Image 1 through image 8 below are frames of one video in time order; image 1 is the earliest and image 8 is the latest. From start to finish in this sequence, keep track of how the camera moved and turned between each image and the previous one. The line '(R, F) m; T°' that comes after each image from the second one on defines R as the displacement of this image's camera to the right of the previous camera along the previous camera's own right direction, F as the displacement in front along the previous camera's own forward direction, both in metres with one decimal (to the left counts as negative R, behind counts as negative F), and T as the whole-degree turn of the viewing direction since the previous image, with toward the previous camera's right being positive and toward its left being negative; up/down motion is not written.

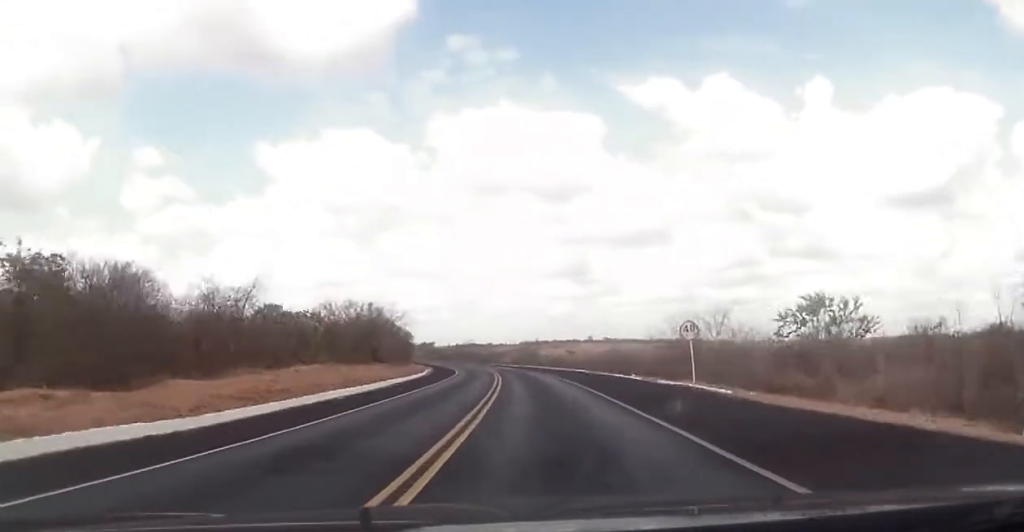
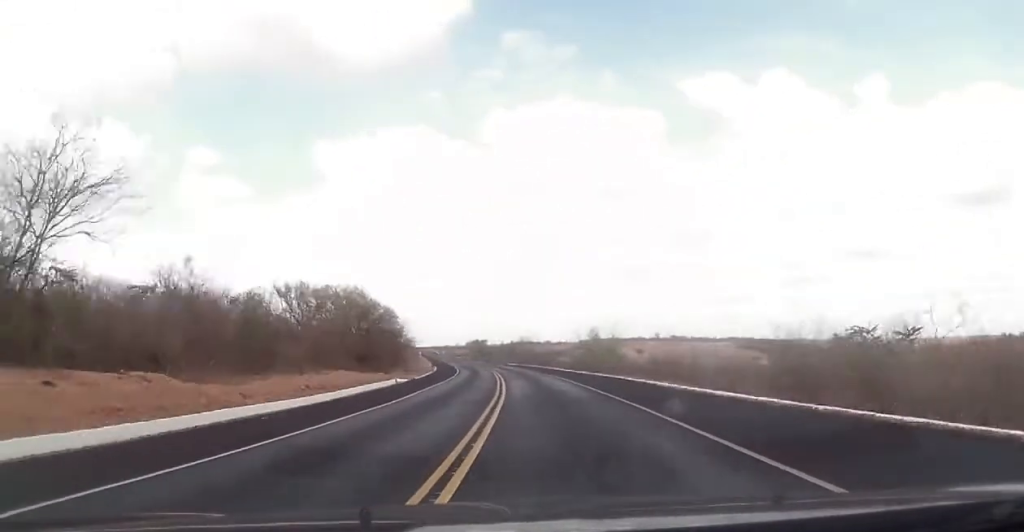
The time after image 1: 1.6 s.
(-2.2, +52.3) m; -5°
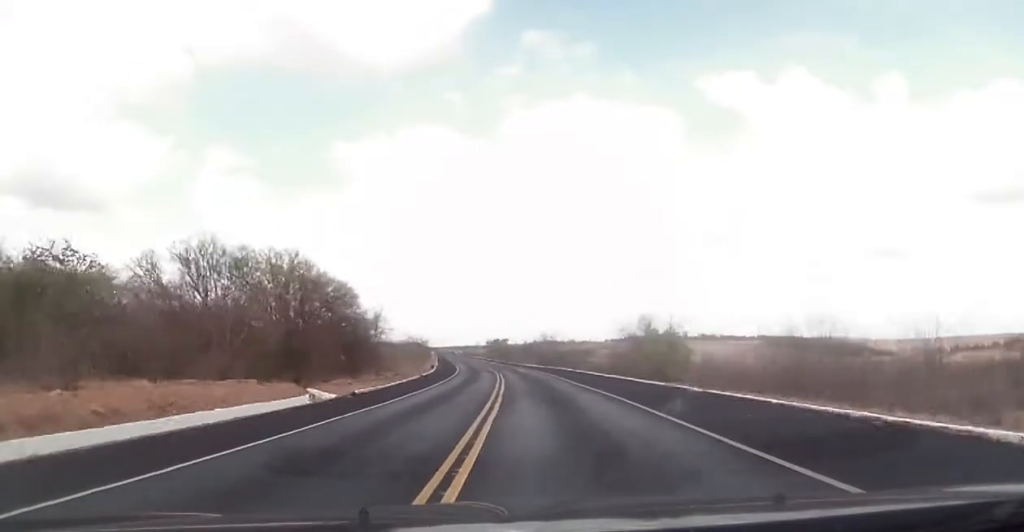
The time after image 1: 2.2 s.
(-0.7, +22.5) m; -2°
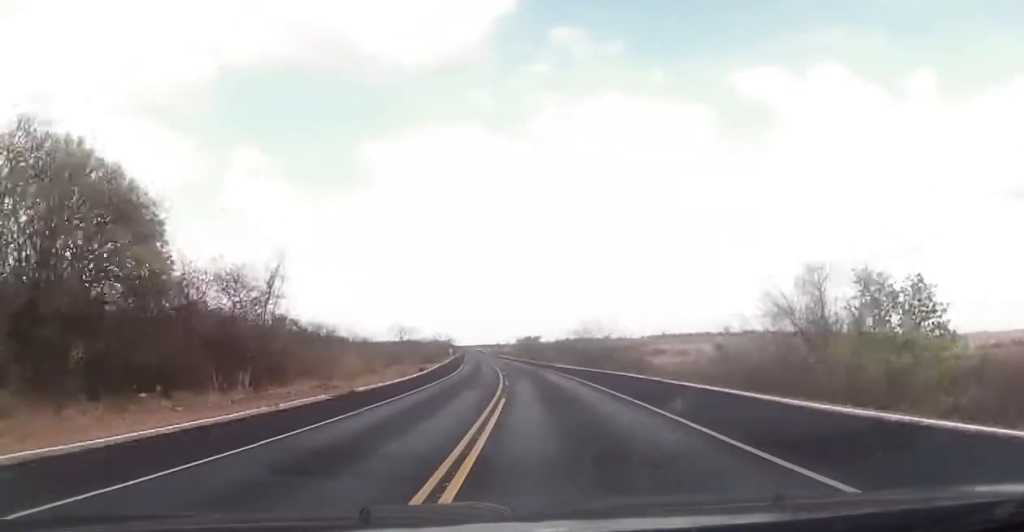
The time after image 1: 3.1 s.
(-0.4, +29.4) m; -2°
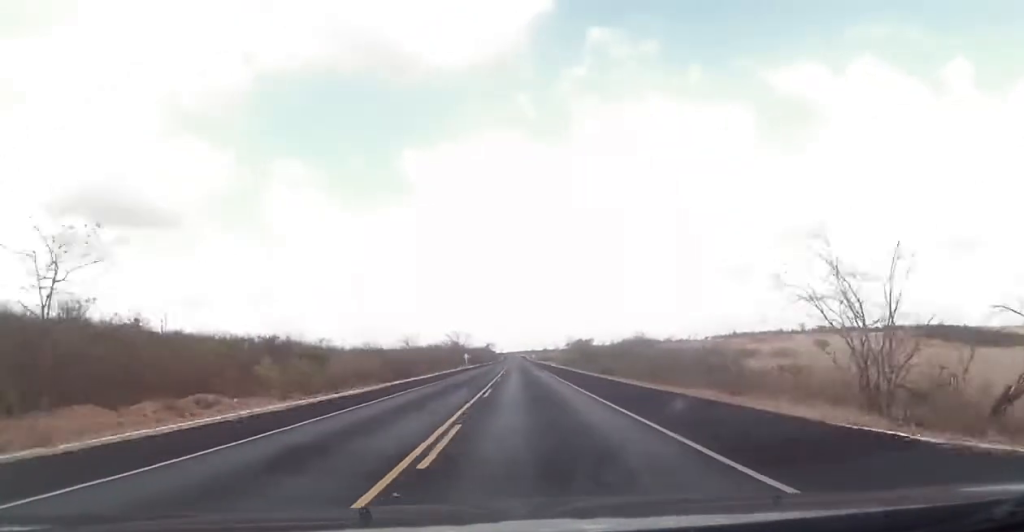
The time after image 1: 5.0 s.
(-3.3, +63.8) m; -5°
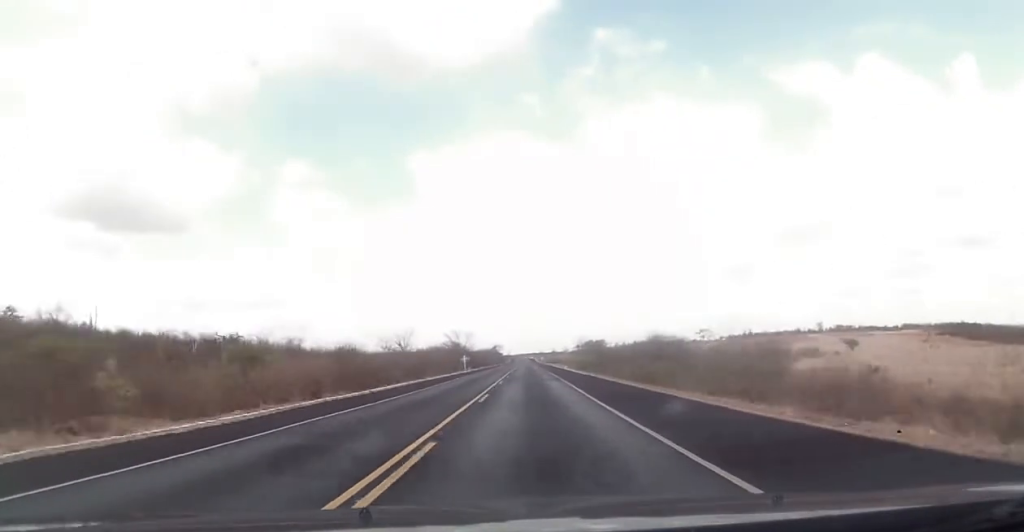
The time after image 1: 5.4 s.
(0.0, +16.2) m; -1°
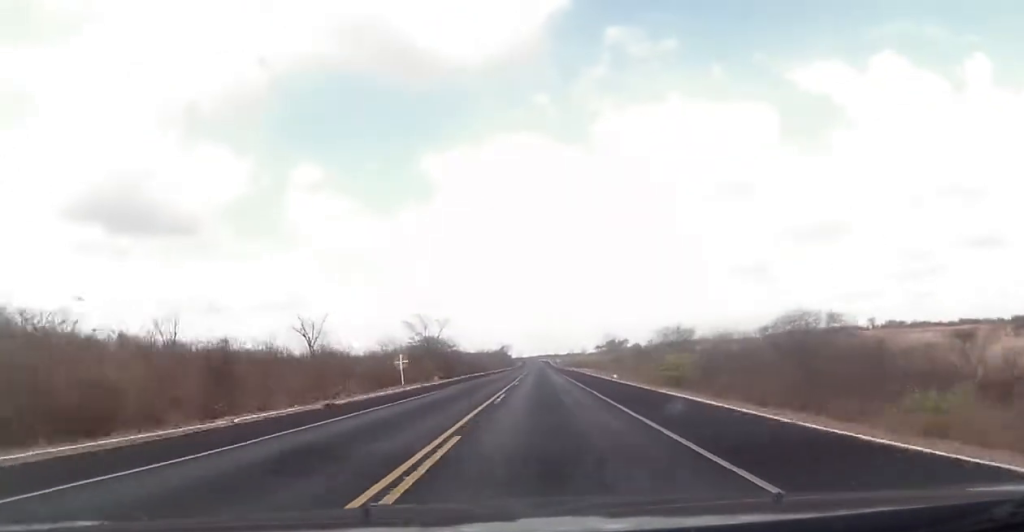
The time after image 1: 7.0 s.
(-1.4, +55.8) m; -2°
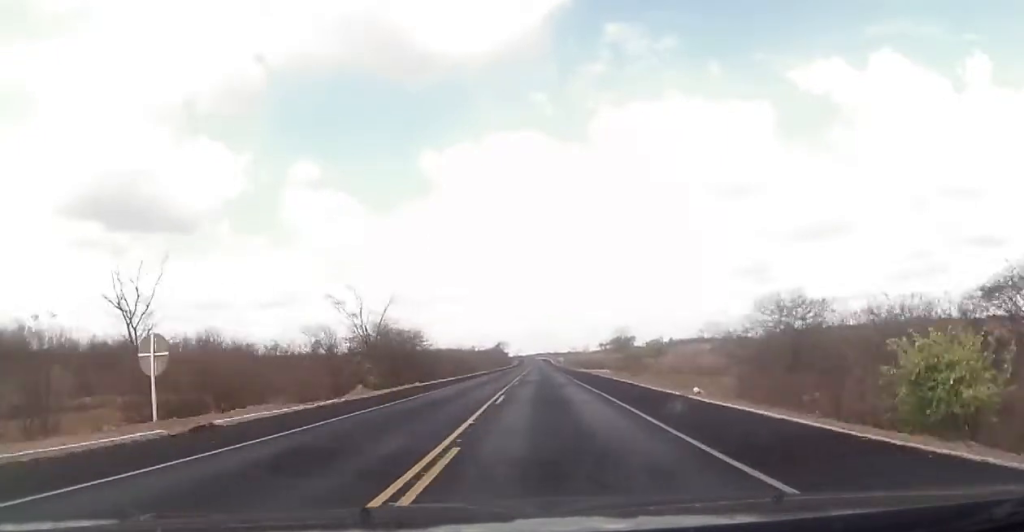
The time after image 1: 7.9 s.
(-0.1, +30.5) m; 0°
